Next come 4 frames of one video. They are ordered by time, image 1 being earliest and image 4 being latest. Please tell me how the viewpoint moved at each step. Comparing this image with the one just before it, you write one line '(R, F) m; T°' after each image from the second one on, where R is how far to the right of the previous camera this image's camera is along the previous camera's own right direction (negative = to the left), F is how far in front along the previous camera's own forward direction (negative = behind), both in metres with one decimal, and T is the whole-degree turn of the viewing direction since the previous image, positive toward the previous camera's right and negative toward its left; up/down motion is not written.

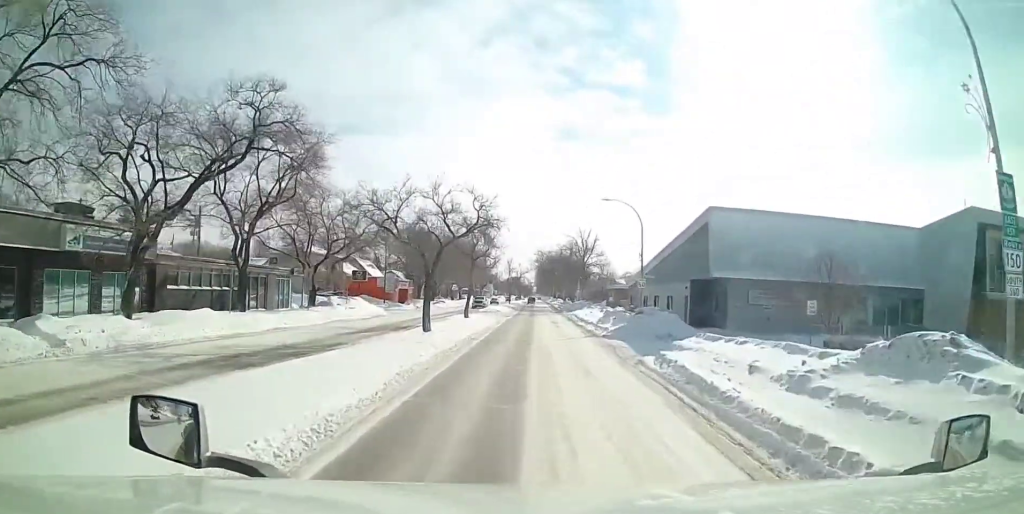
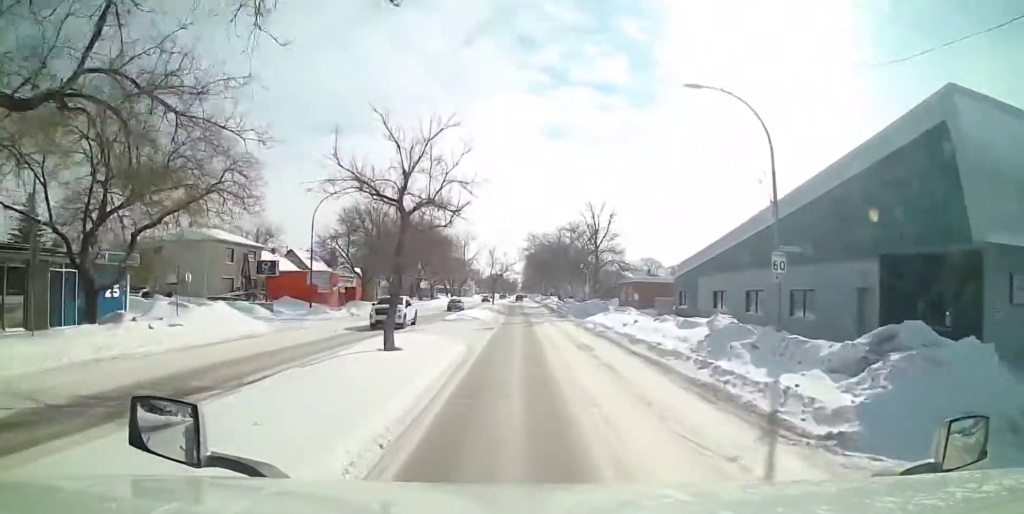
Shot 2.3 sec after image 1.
(+1.0, +23.7) m; +4°
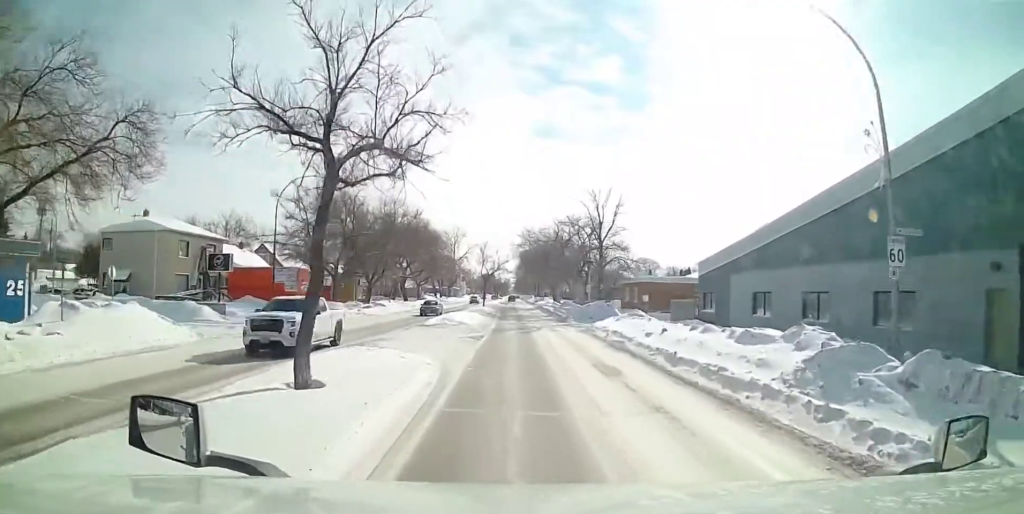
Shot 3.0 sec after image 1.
(-0.2, +6.9) m; 0°
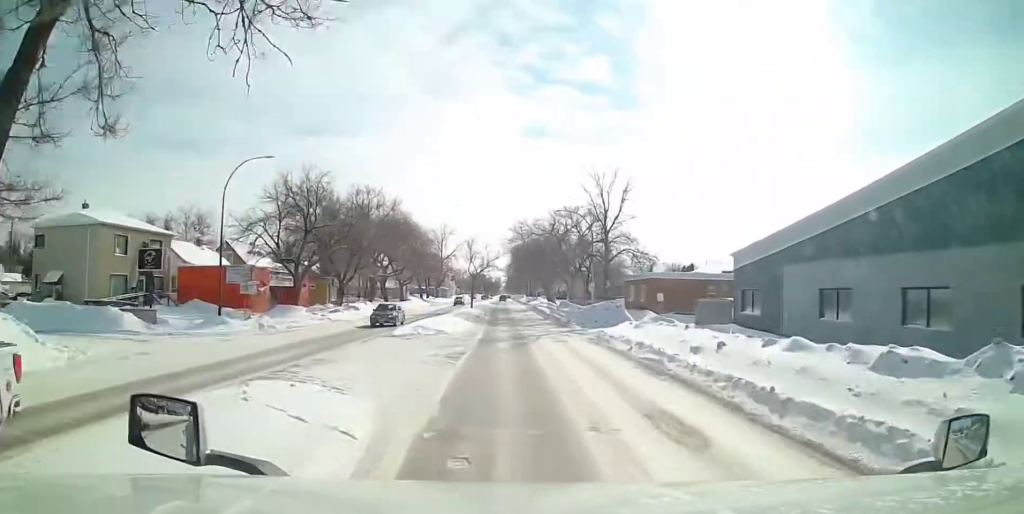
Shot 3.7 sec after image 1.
(+0.1, +7.4) m; +1°
